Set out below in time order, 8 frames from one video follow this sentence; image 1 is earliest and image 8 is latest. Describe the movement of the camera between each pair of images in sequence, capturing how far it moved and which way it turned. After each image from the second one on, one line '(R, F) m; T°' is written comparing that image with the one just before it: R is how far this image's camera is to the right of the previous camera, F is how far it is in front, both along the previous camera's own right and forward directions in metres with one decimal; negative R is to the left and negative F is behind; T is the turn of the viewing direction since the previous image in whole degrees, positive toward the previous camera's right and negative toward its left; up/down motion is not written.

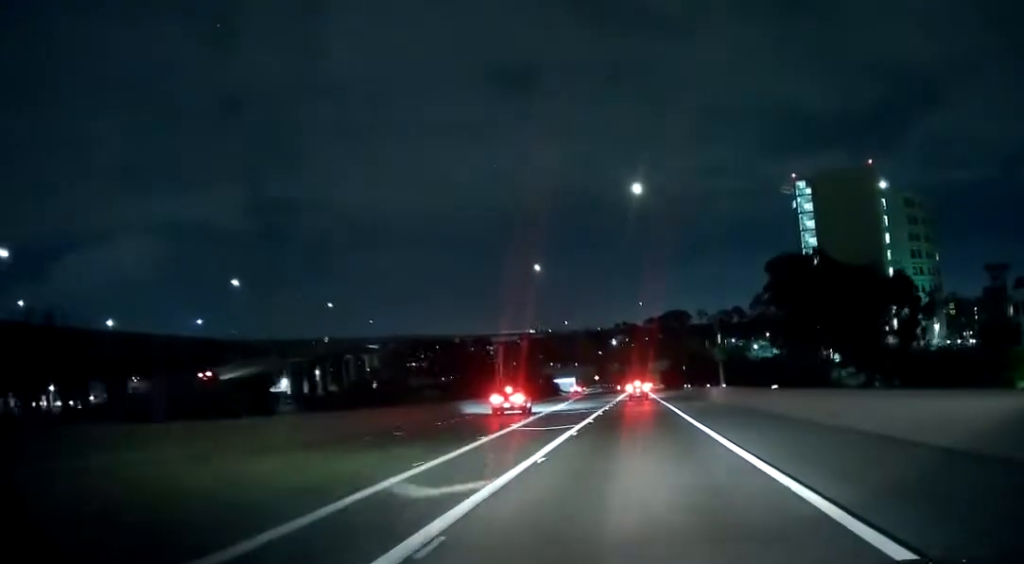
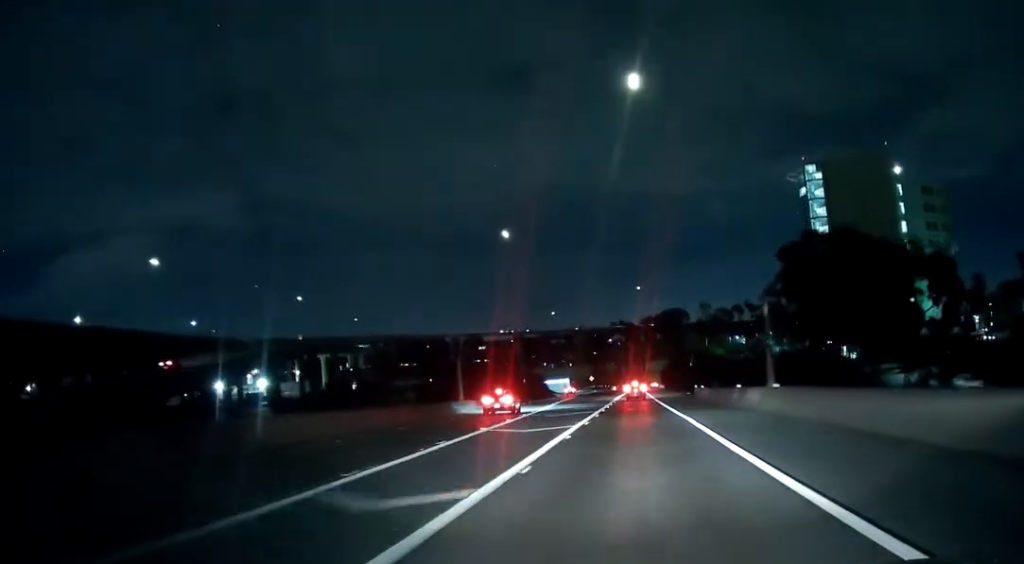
(0.0, +16.6) m; 0°
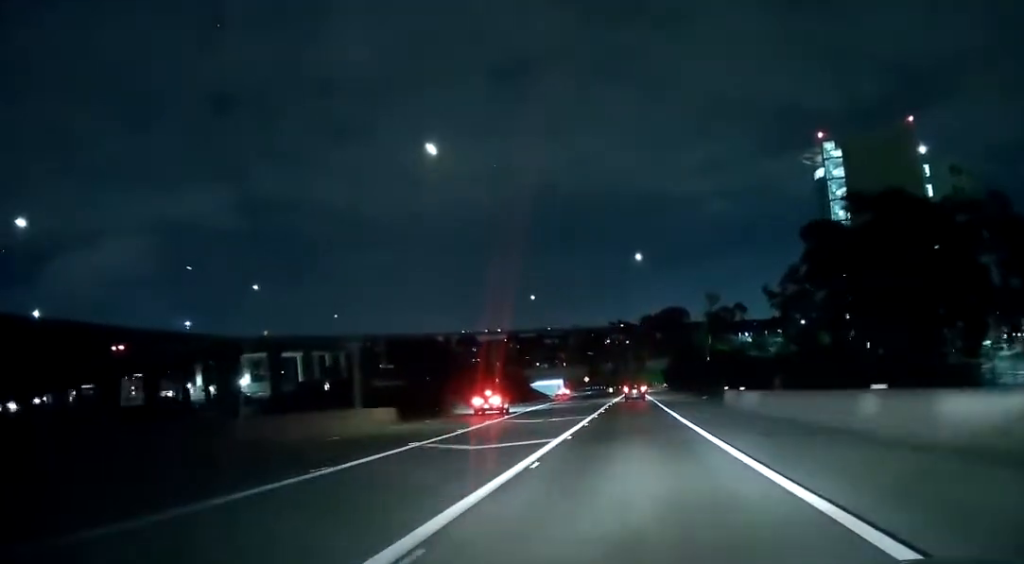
(+0.2, +21.0) m; 0°
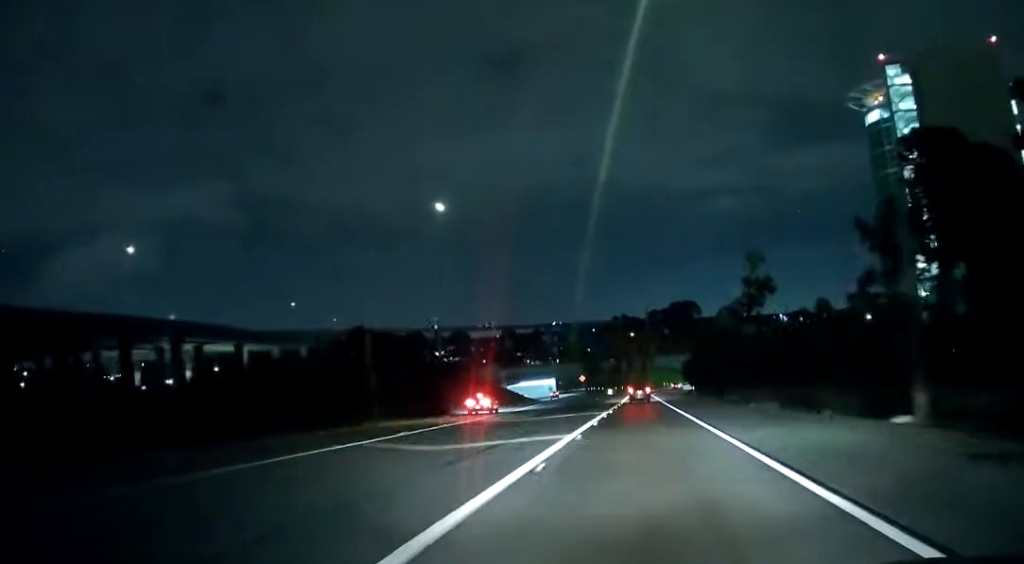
(-0.7, +44.8) m; -1°
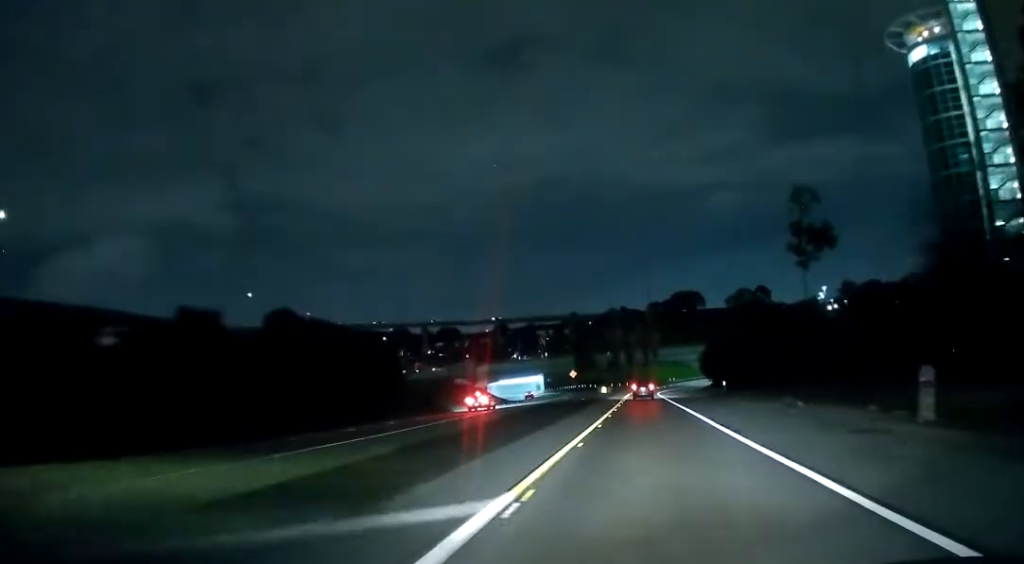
(+0.3, +31.6) m; 0°
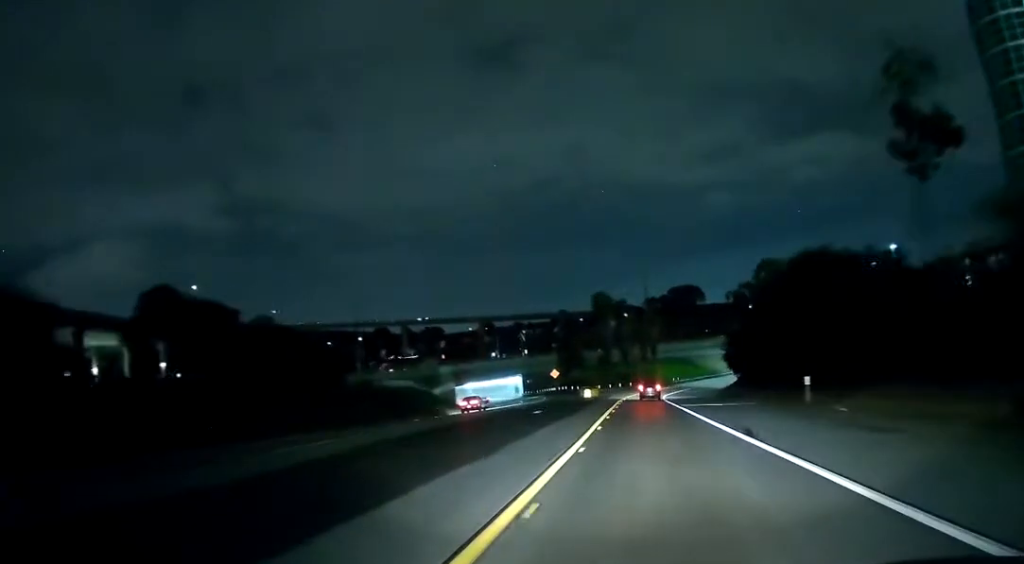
(-0.3, +30.5) m; +1°
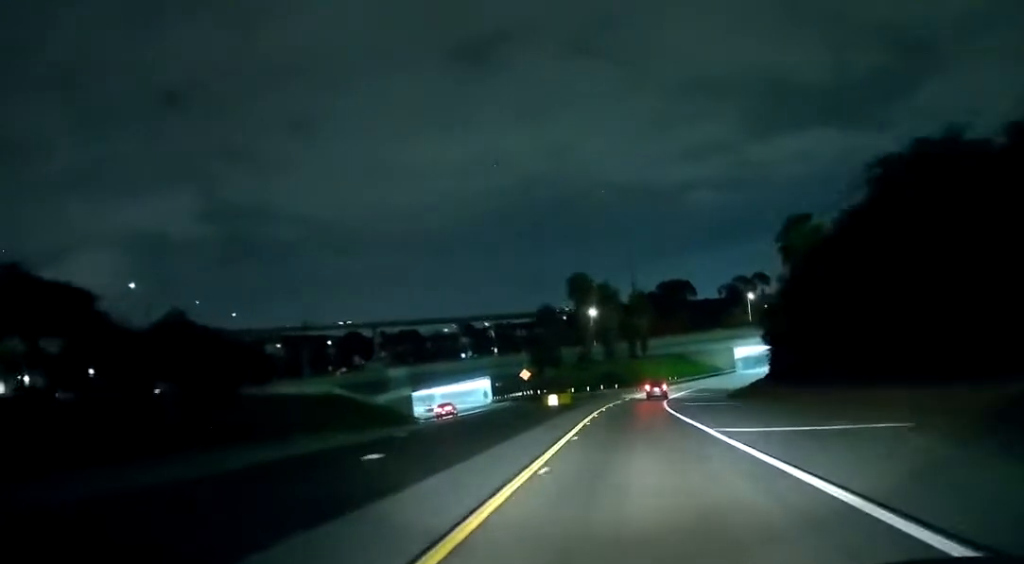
(+0.4, +25.2) m; +1°
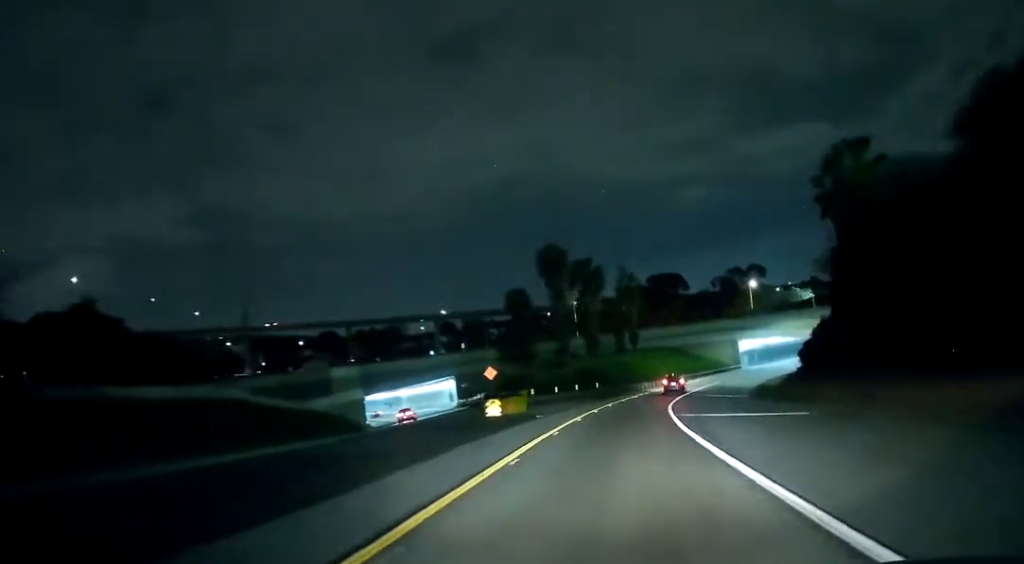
(+0.2, +21.0) m; +1°
